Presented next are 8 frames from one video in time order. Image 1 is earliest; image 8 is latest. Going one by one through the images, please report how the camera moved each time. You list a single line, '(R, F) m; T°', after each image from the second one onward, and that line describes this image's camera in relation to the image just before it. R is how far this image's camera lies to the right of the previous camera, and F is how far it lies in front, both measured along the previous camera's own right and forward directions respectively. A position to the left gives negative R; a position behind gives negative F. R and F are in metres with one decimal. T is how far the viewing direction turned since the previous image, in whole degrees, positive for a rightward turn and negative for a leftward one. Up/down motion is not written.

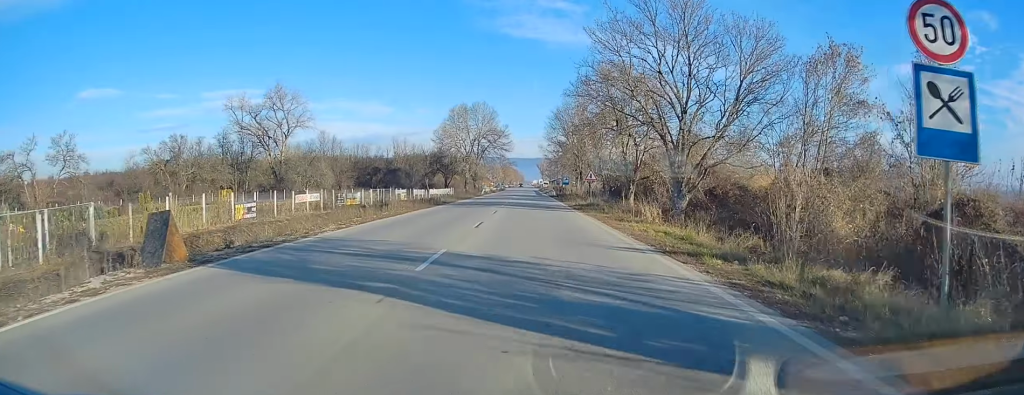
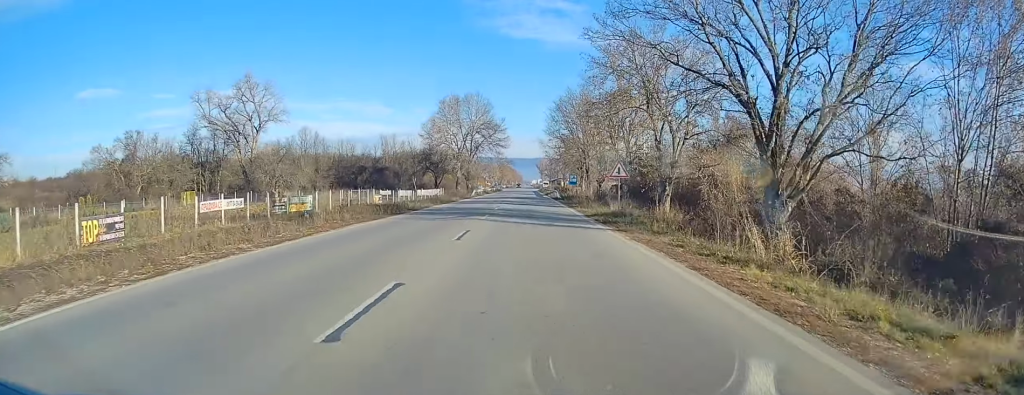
(0.0, +13.4) m; 0°
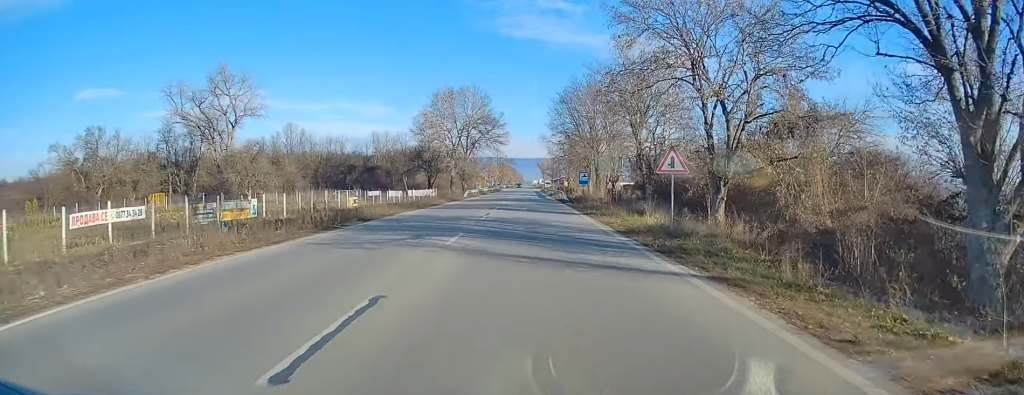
(0.0, +10.3) m; 0°
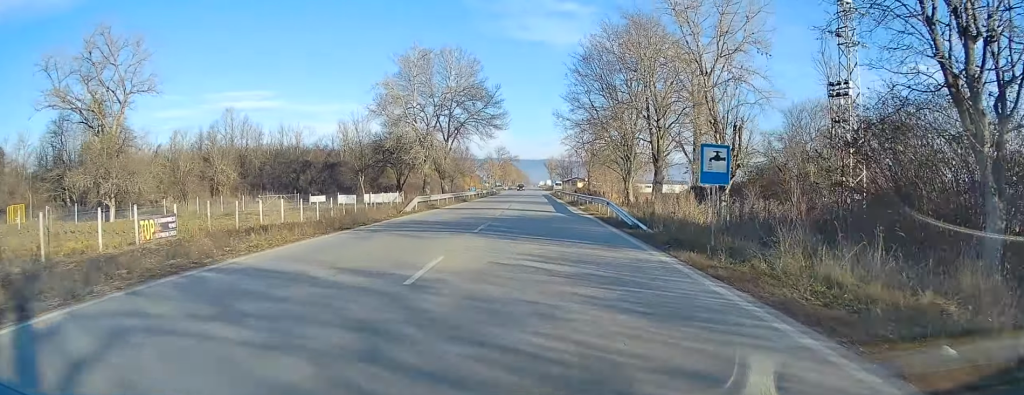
(-0.1, +32.7) m; 0°
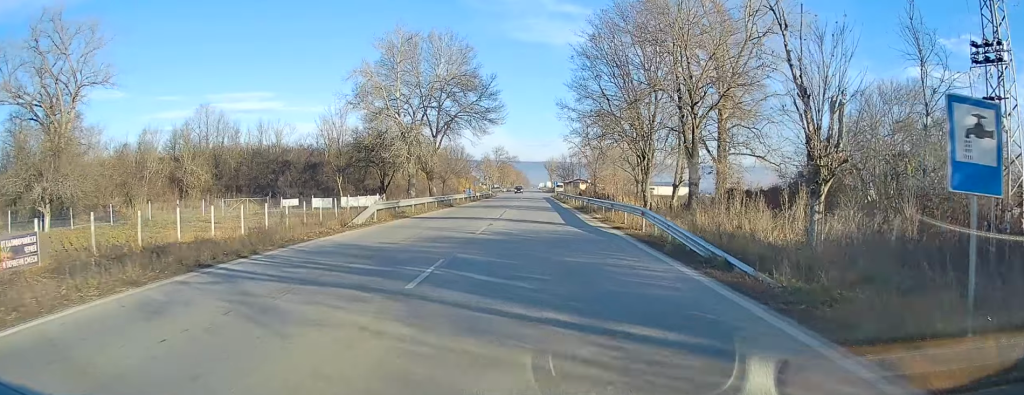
(0.0, +9.3) m; 0°
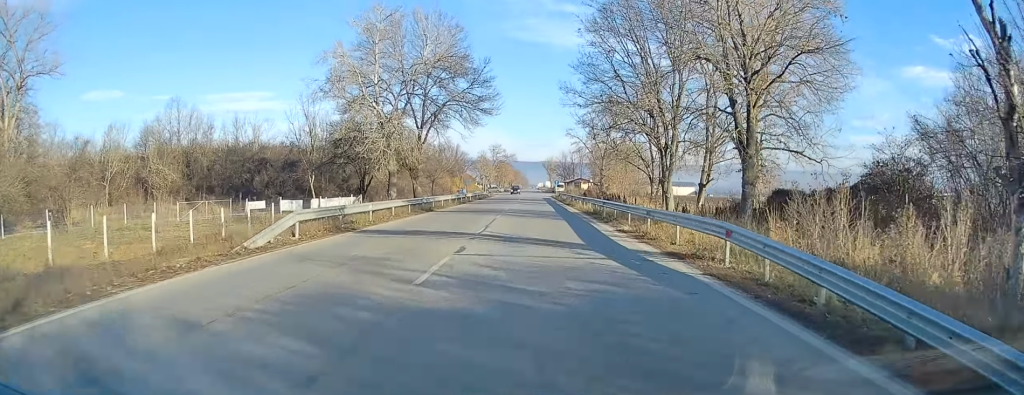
(+0.1, +8.7) m; 0°
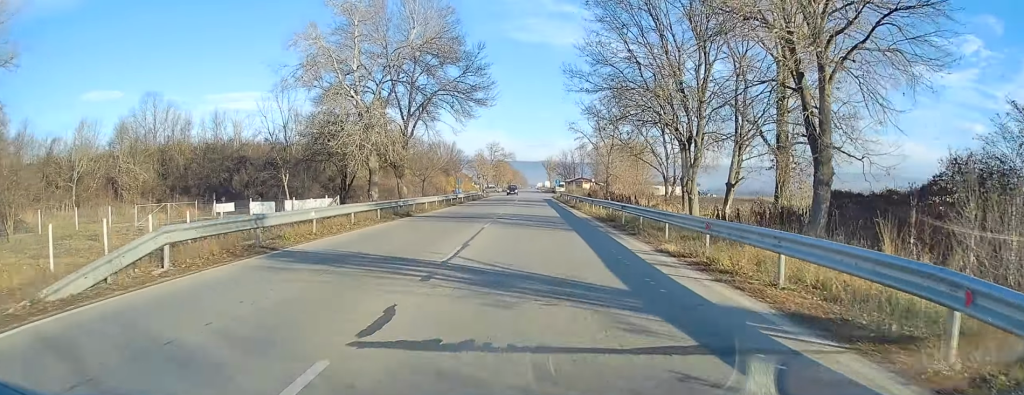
(0.0, +6.5) m; 0°
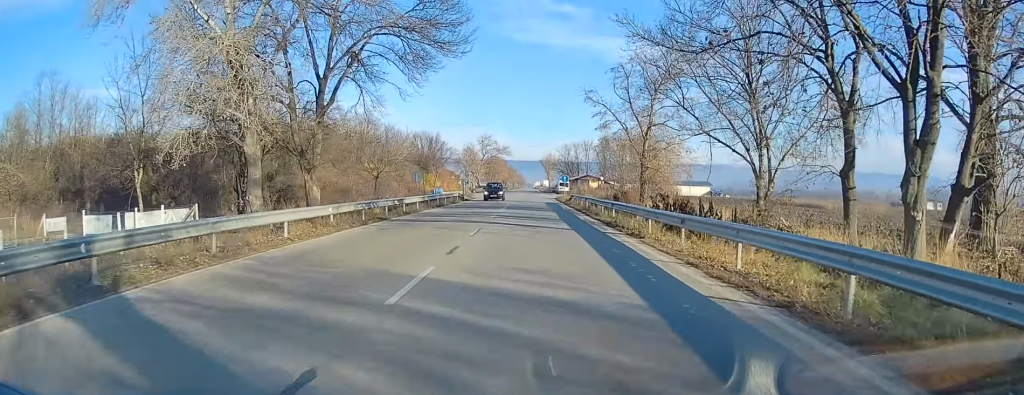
(0.0, +22.0) m; 0°
